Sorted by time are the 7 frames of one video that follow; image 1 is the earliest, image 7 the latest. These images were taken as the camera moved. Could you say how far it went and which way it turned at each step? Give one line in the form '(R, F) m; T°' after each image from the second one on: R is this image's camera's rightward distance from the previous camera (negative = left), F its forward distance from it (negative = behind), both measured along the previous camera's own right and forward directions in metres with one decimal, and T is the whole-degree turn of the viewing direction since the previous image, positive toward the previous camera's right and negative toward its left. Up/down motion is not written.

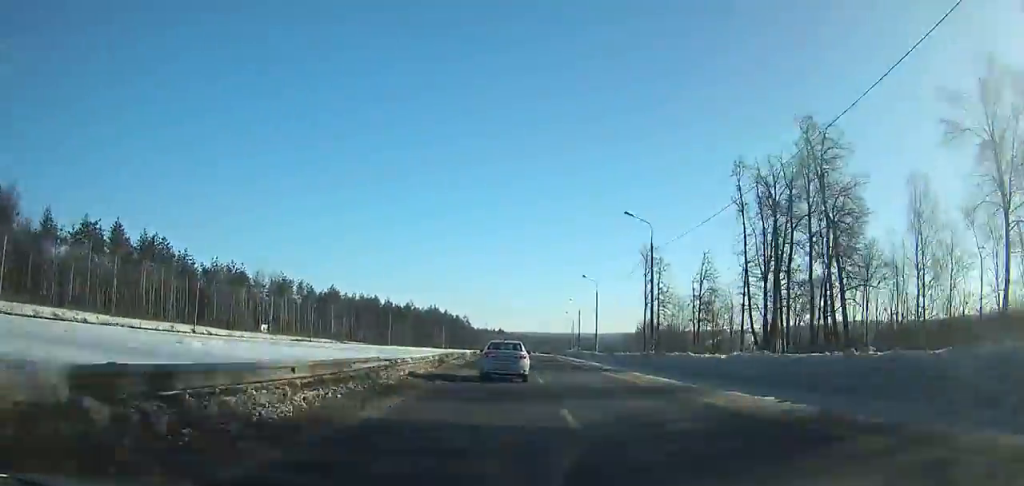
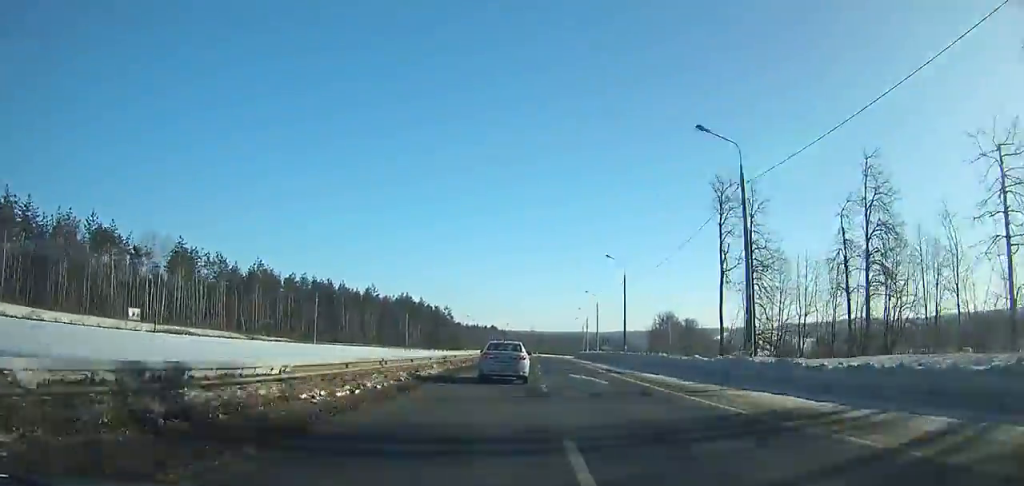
(+0.2, +51.8) m; +1°
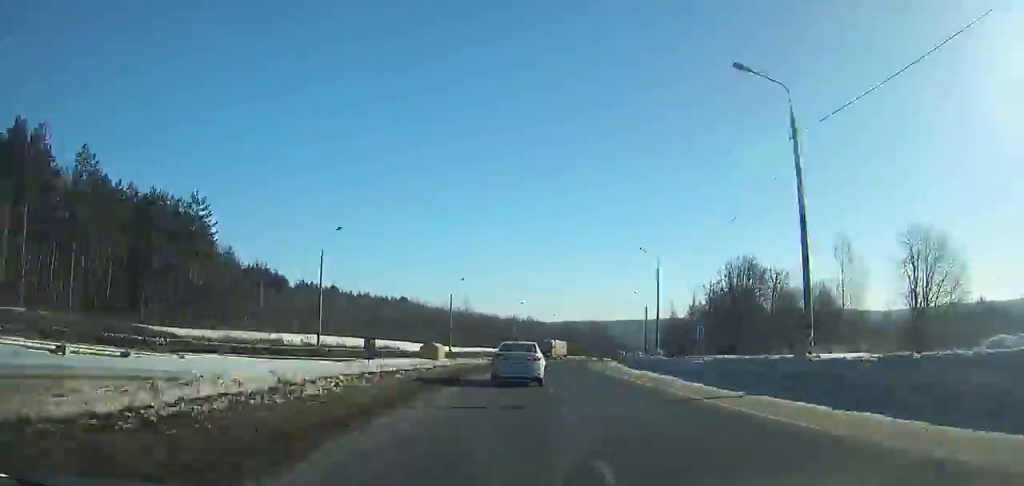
(+6.1, +142.3) m; +8°
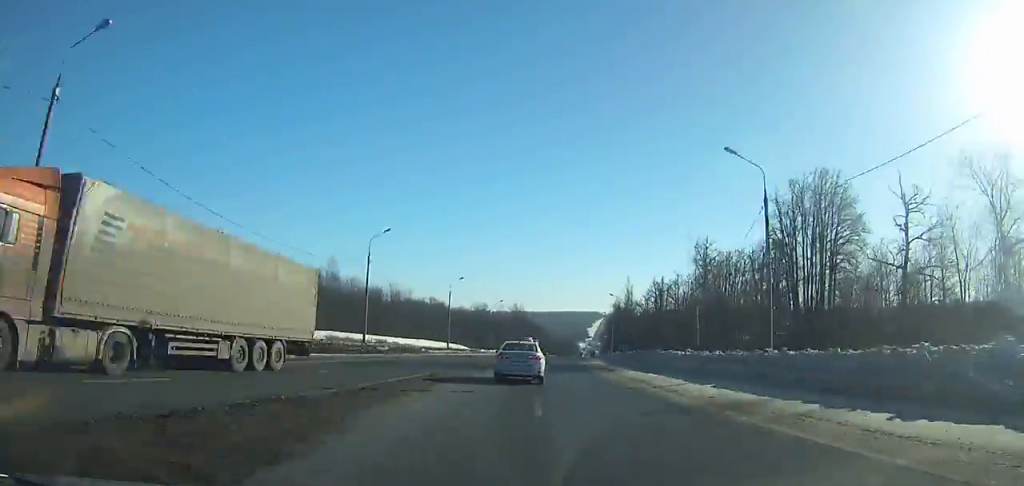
(+4.5, +64.6) m; +6°
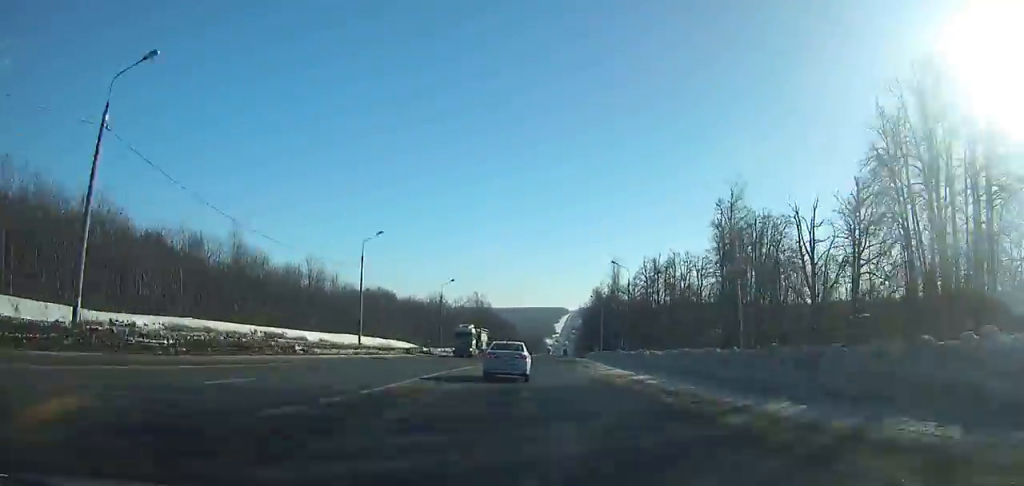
(+1.3, +32.4) m; +2°
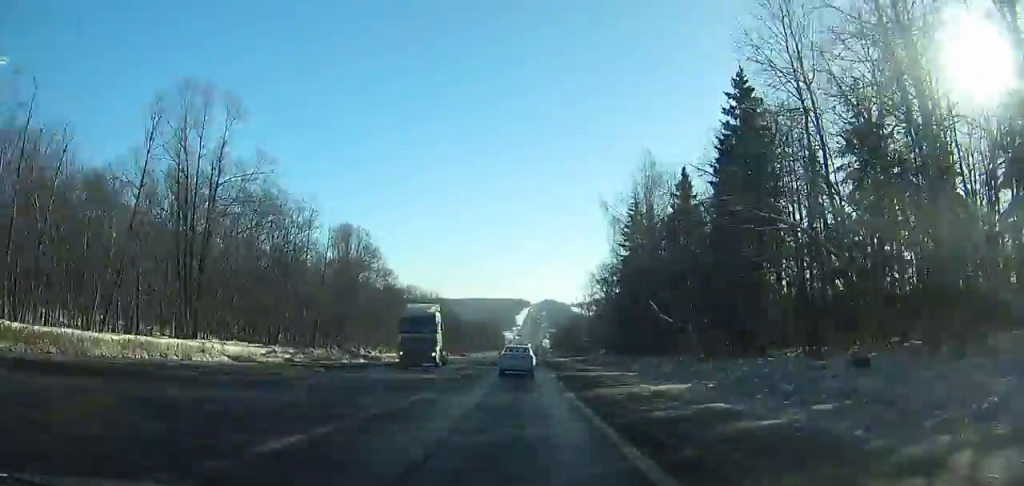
(+6.7, +134.4) m; +4°
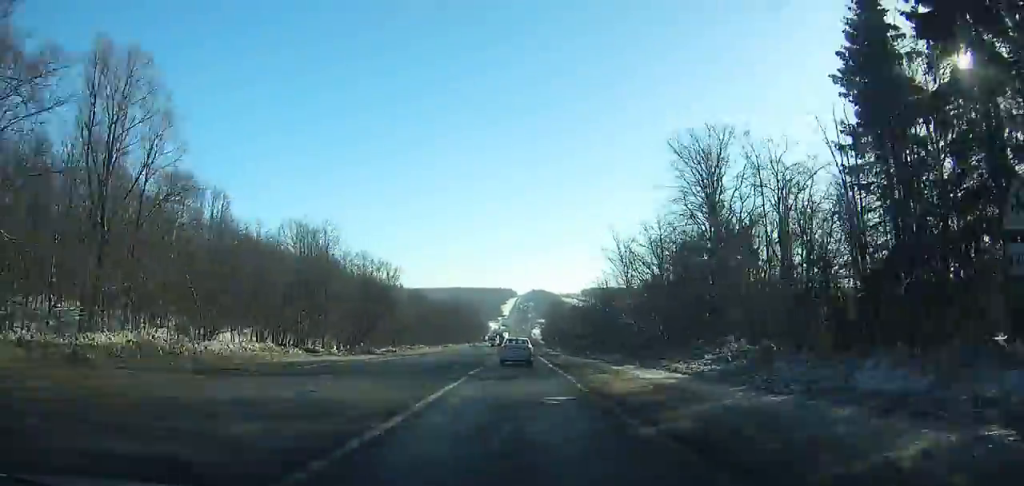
(+0.5, +60.6) m; +1°
